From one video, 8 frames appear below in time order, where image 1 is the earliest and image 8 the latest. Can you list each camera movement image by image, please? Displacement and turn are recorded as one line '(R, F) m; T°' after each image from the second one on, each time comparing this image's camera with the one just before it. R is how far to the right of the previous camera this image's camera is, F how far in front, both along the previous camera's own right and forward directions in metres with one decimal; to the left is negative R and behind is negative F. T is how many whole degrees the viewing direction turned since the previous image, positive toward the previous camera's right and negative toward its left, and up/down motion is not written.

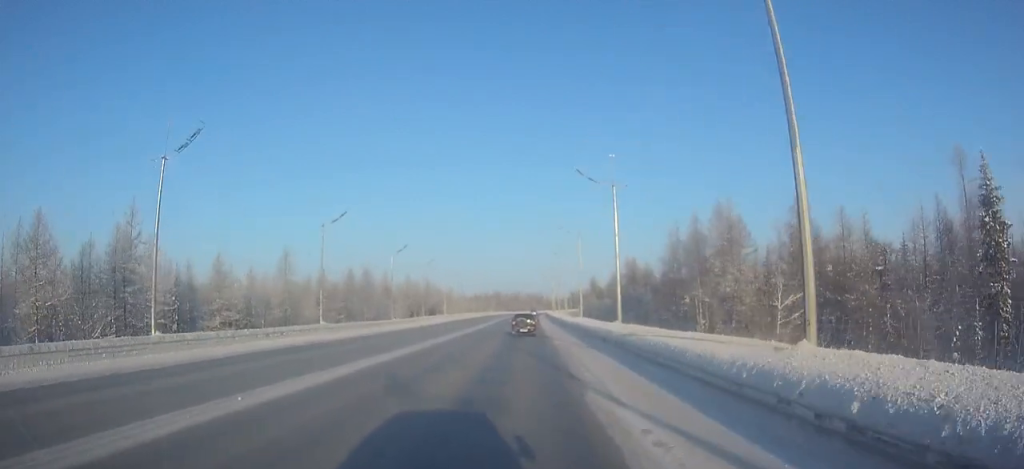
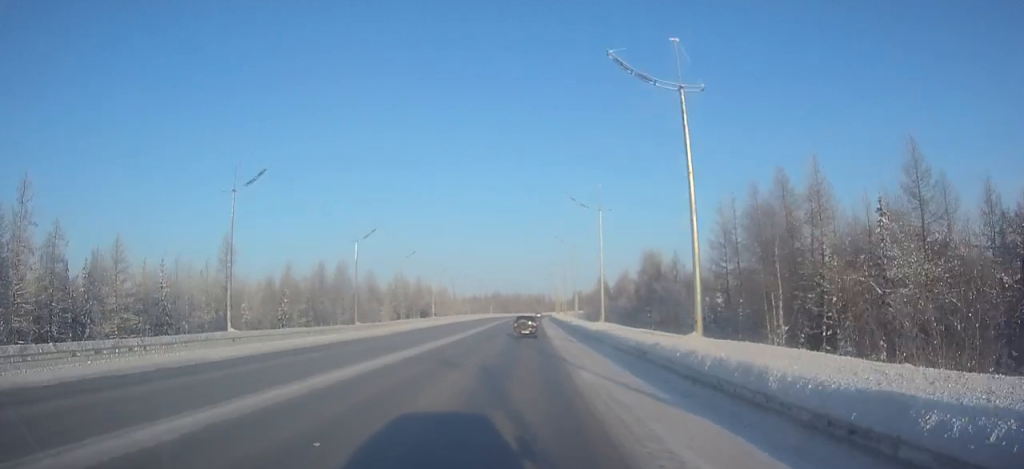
(0.0, +16.8) m; 0°
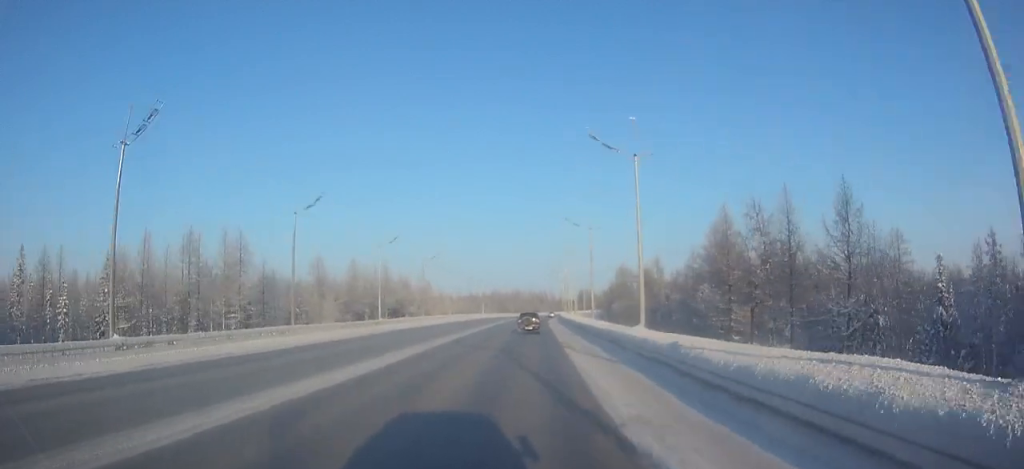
(0.0, +39.0) m; 0°
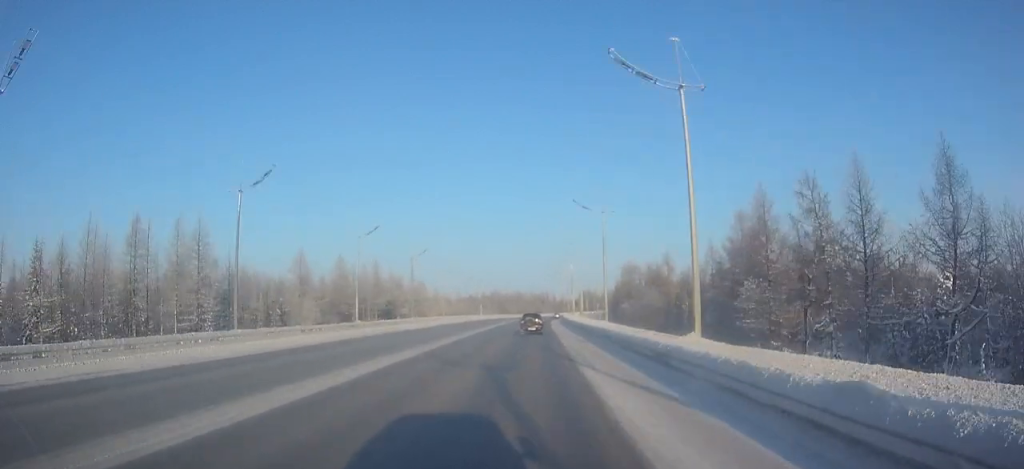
(0.0, +9.4) m; 0°
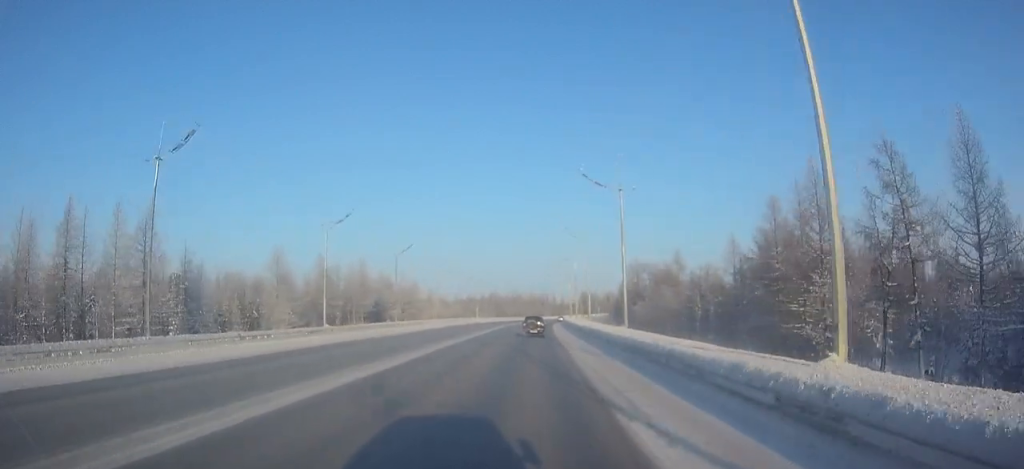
(0.0, +9.4) m; 0°
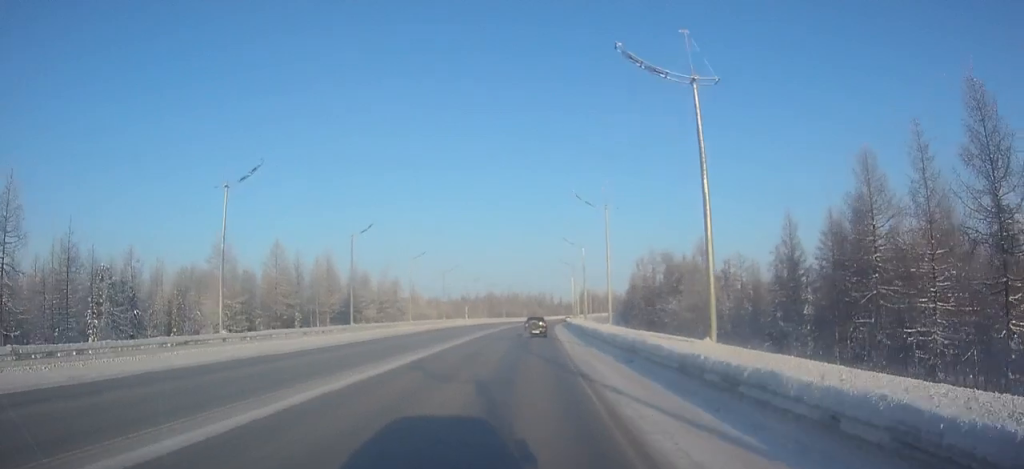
(0.0, +17.6) m; 0°
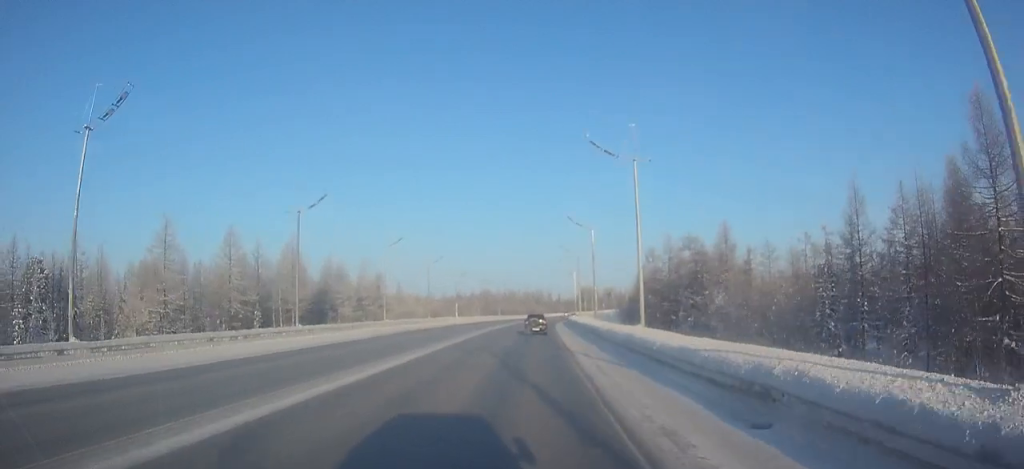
(+0.1, +13.2) m; +1°
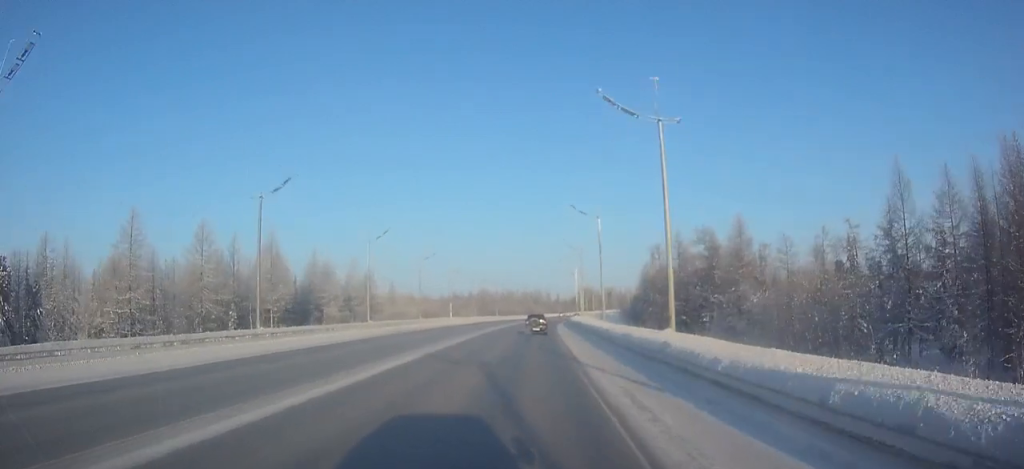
(0.0, +6.6) m; 0°
